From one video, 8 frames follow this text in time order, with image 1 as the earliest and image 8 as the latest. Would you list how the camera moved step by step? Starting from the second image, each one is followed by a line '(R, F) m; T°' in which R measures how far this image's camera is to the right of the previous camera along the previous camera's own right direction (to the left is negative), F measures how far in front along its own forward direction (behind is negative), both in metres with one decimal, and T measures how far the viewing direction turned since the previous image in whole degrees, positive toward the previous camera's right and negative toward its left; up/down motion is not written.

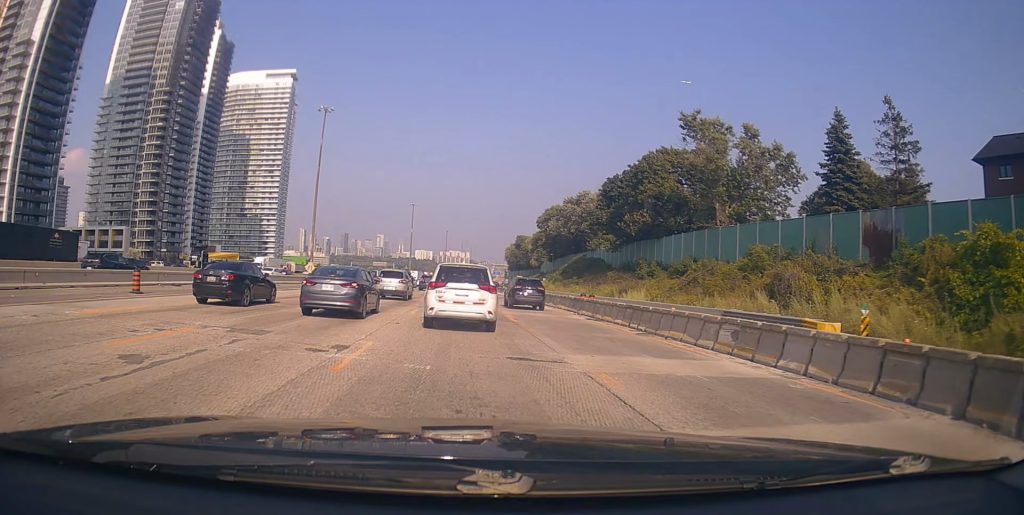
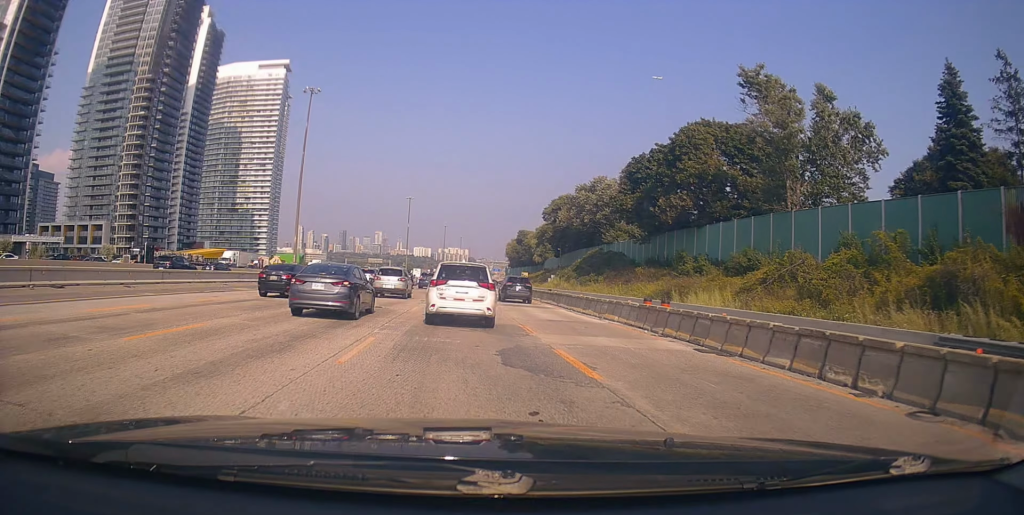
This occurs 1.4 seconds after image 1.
(-0.7, +11.4) m; -3°
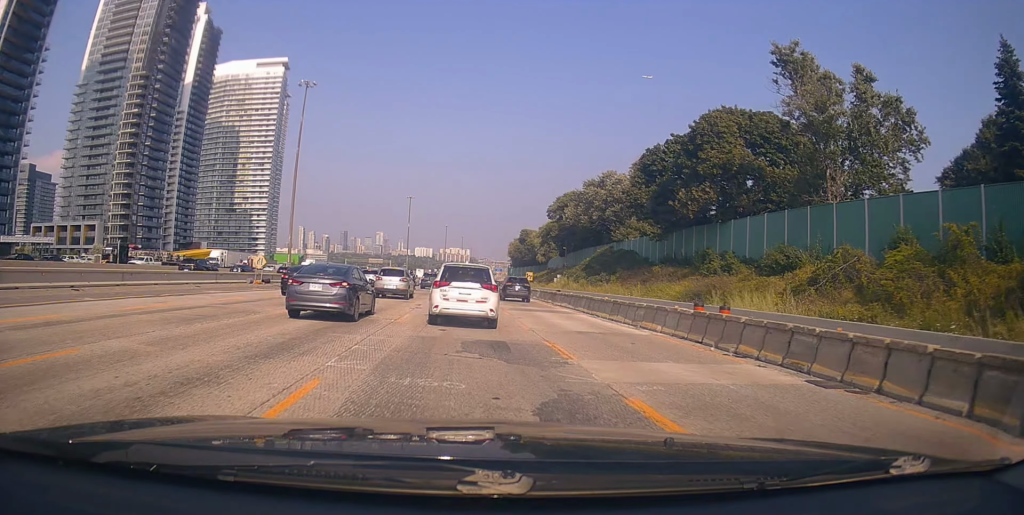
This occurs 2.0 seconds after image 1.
(+0.1, +4.6) m; +1°
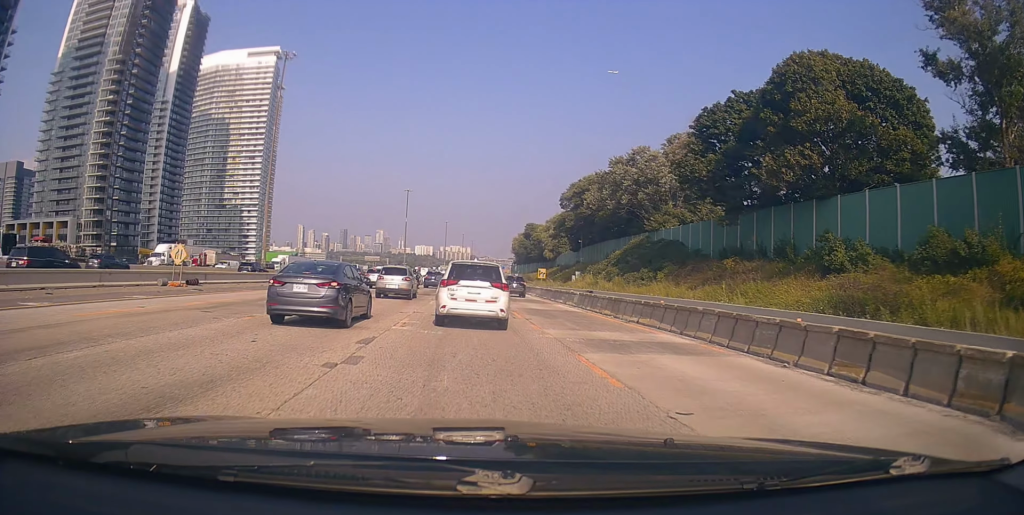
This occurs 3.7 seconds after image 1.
(+0.9, +14.2) m; +4°
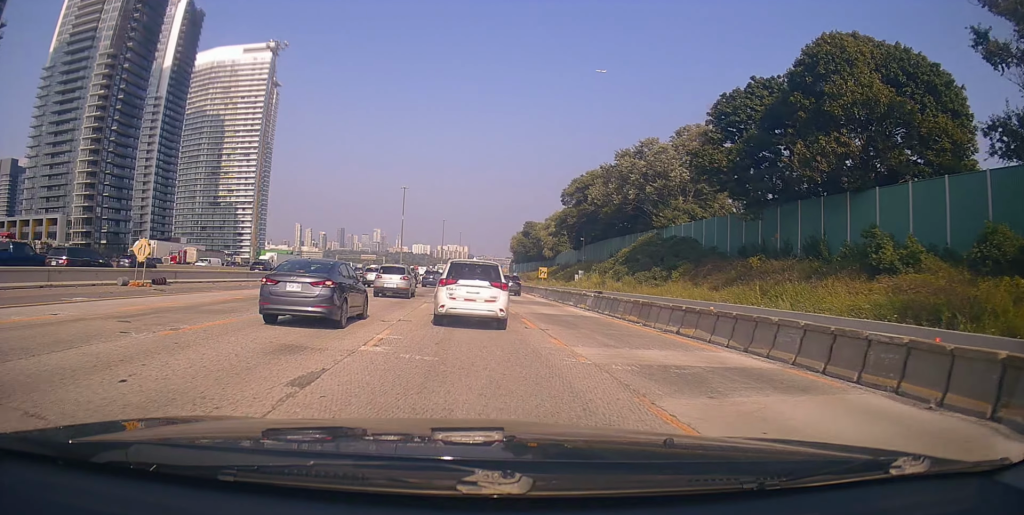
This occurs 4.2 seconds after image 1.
(-0.3, +4.1) m; -2°
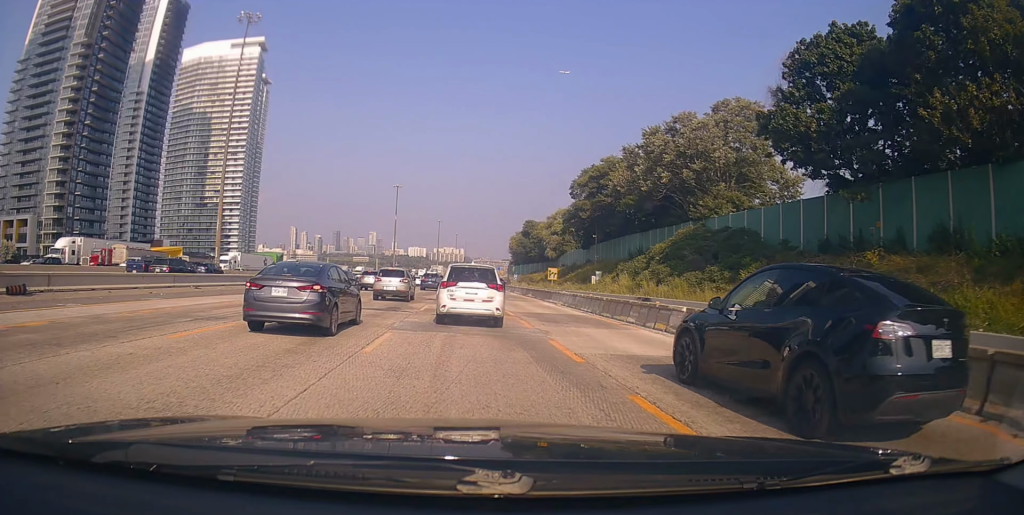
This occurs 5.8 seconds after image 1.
(-0.4, +12.5) m; +4°
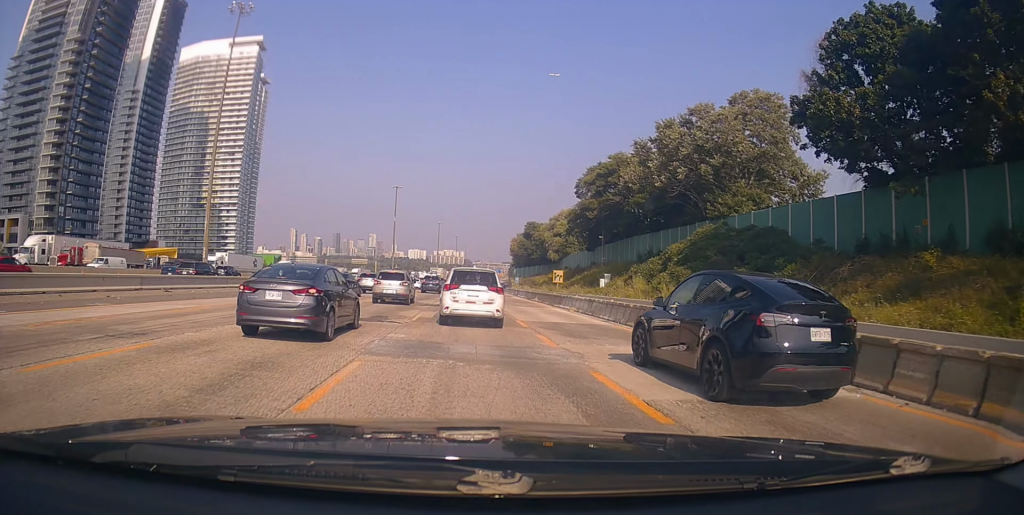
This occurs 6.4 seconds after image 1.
(+0.3, +3.9) m; -1°
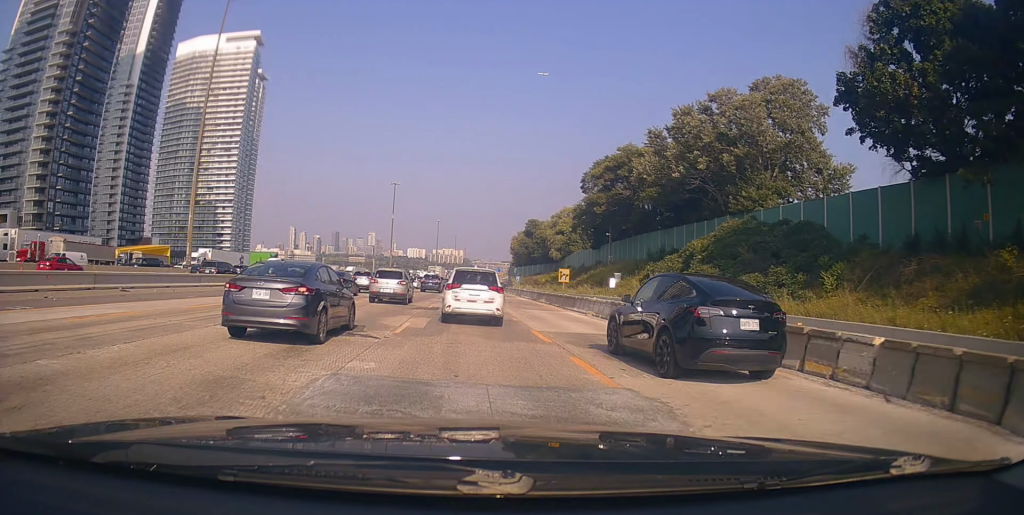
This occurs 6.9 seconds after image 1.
(+0.2, +4.2) m; -1°
